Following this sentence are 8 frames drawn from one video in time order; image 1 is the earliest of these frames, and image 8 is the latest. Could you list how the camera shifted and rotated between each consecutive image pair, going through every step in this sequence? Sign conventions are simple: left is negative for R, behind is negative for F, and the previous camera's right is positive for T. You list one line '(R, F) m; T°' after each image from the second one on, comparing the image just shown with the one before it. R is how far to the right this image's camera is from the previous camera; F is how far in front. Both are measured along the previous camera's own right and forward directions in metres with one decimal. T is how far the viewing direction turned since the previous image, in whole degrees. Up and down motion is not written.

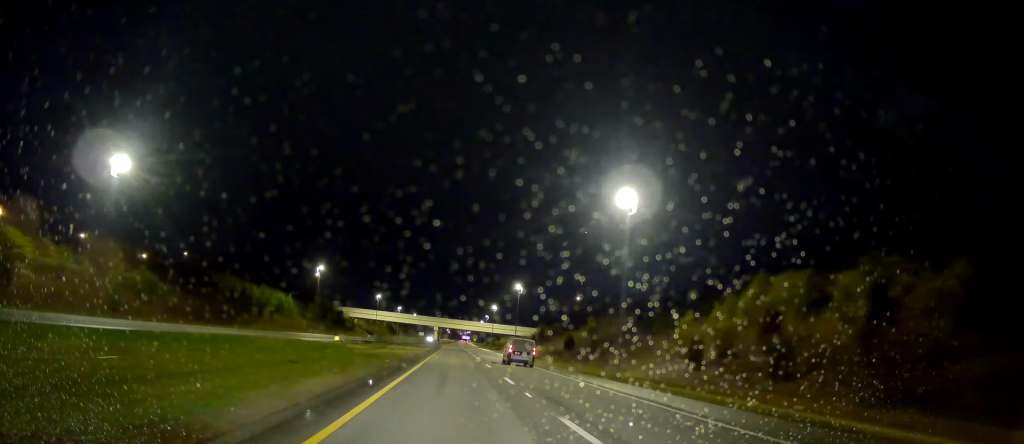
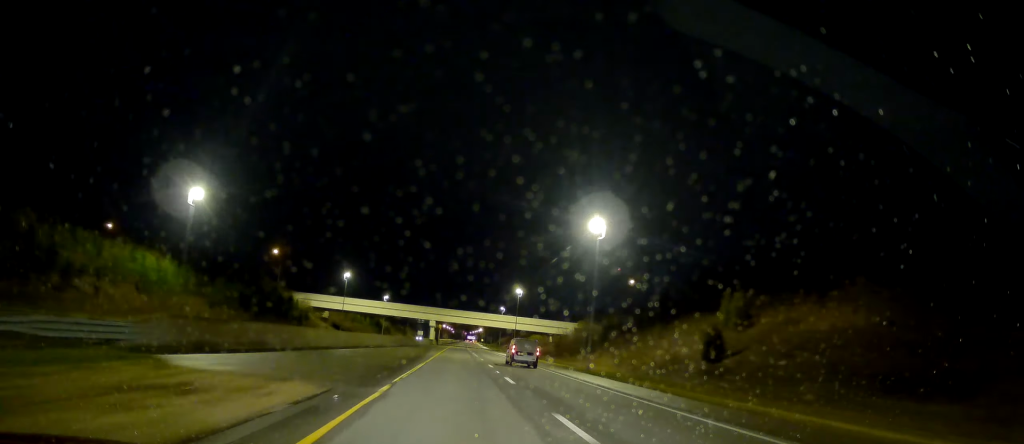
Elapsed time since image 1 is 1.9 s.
(0.0, +59.9) m; 0°
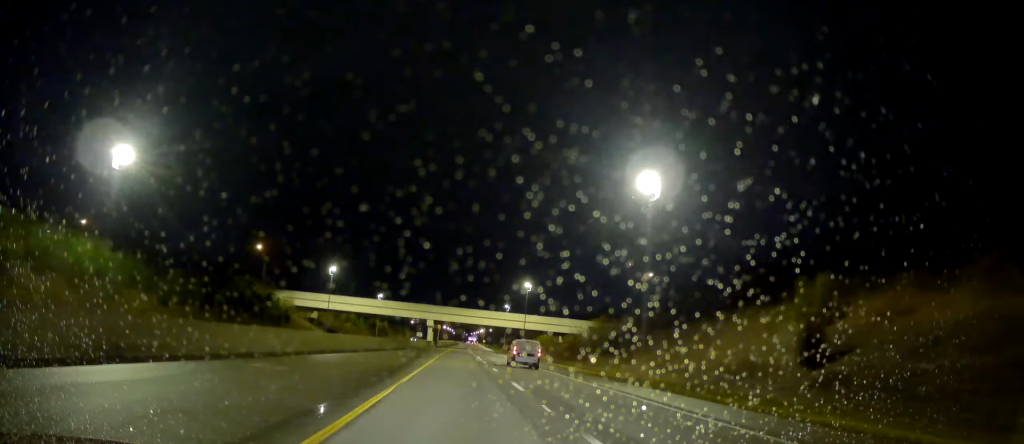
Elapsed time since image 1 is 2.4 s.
(-0.1, +14.6) m; 0°
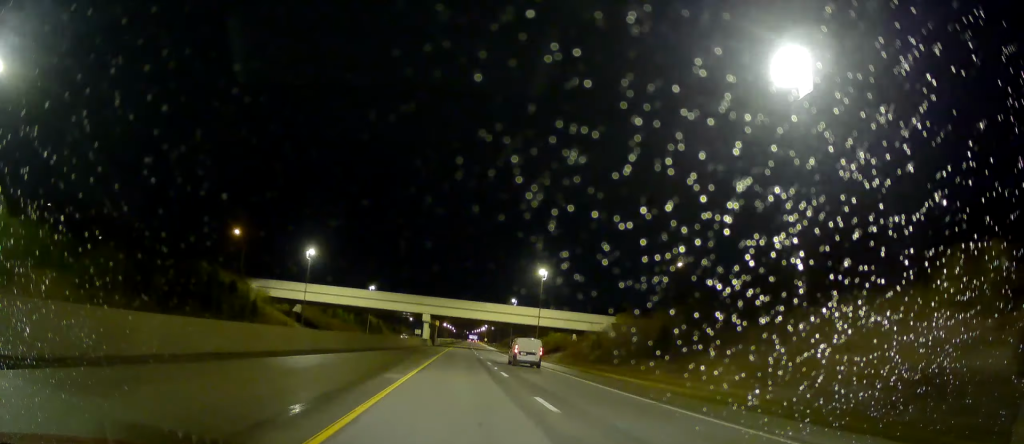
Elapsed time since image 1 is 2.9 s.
(+0.3, +17.8) m; +1°
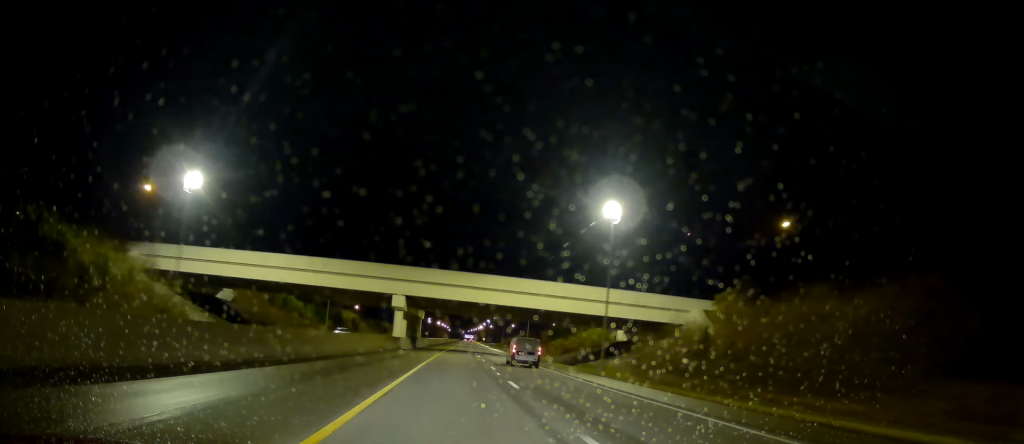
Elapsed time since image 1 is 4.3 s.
(+0.1, +43.8) m; -2°
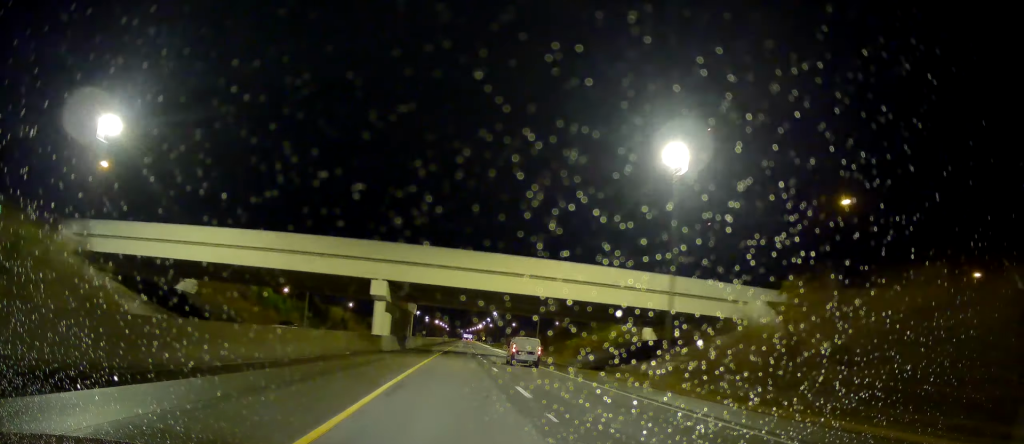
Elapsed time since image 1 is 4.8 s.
(-0.5, +14.6) m; 0°
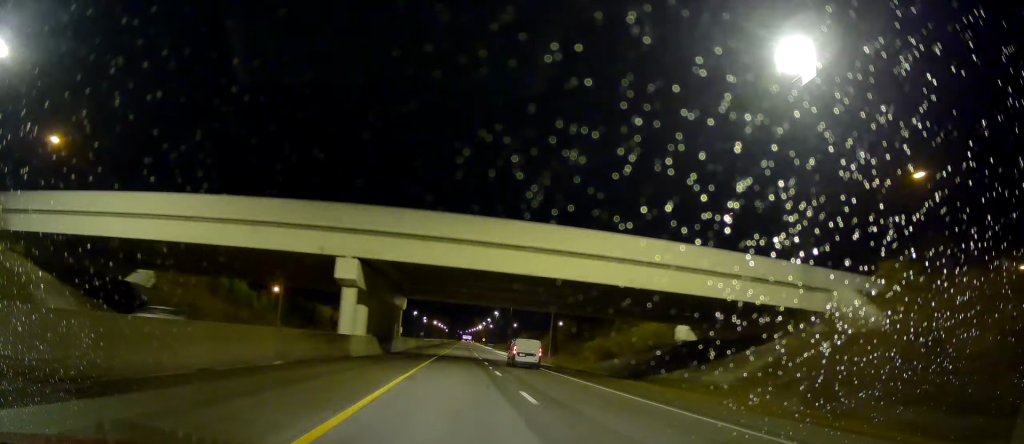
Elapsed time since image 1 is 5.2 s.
(-0.5, +13.5) m; 0°
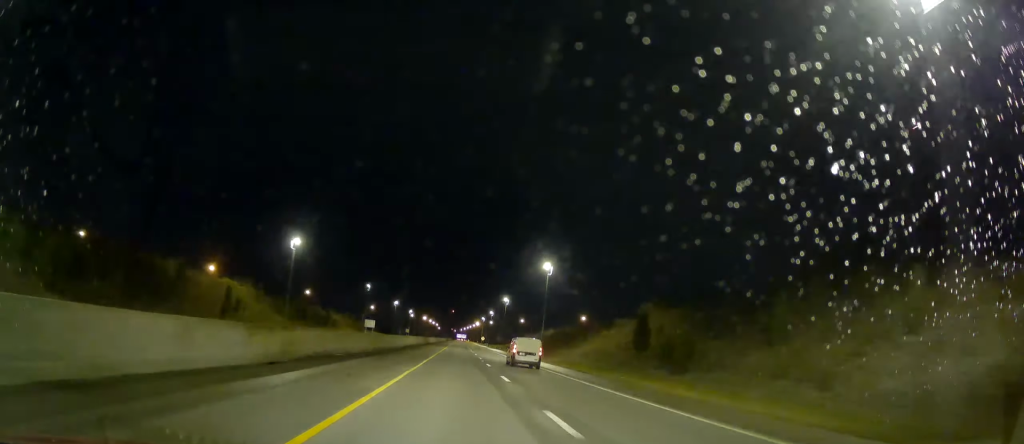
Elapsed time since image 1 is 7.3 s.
(+0.2, +65.1) m; 0°
